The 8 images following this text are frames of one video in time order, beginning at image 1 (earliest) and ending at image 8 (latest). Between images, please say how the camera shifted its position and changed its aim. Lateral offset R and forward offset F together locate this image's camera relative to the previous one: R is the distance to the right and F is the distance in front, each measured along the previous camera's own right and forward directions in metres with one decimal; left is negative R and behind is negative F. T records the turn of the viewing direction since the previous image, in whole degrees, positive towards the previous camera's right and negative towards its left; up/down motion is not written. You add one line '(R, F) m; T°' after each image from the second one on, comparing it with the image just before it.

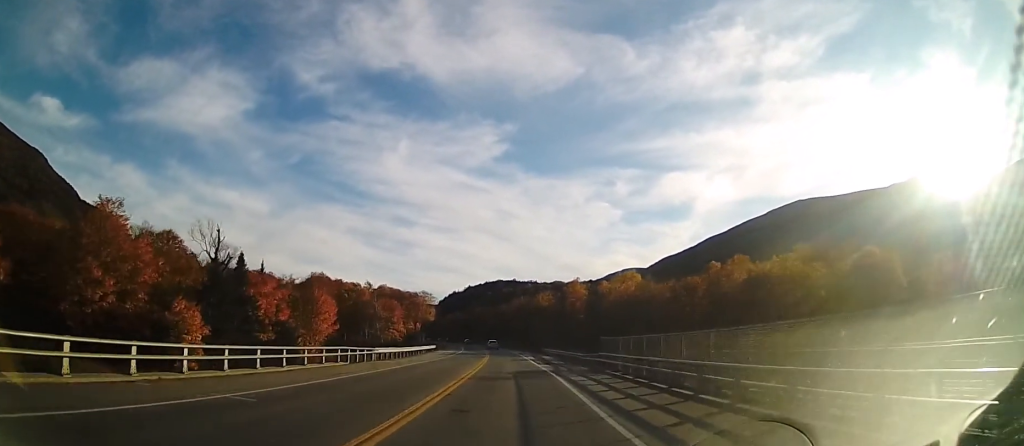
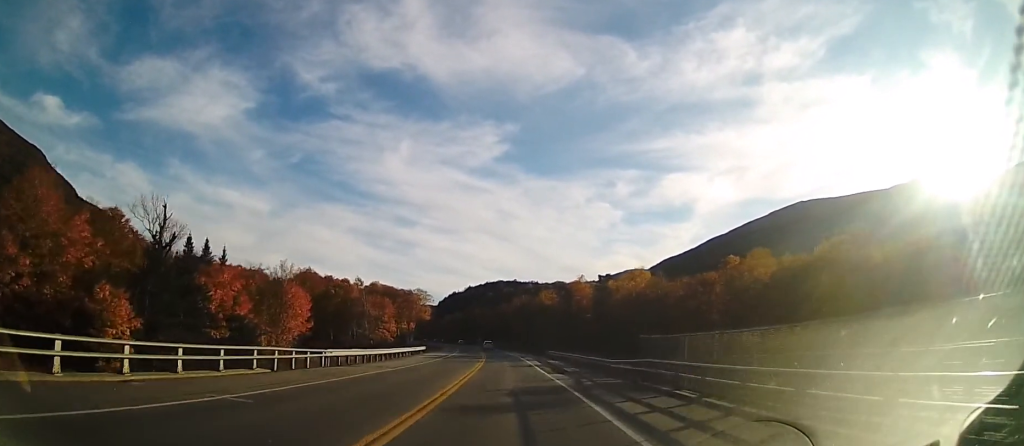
(0.0, +10.1) m; 0°
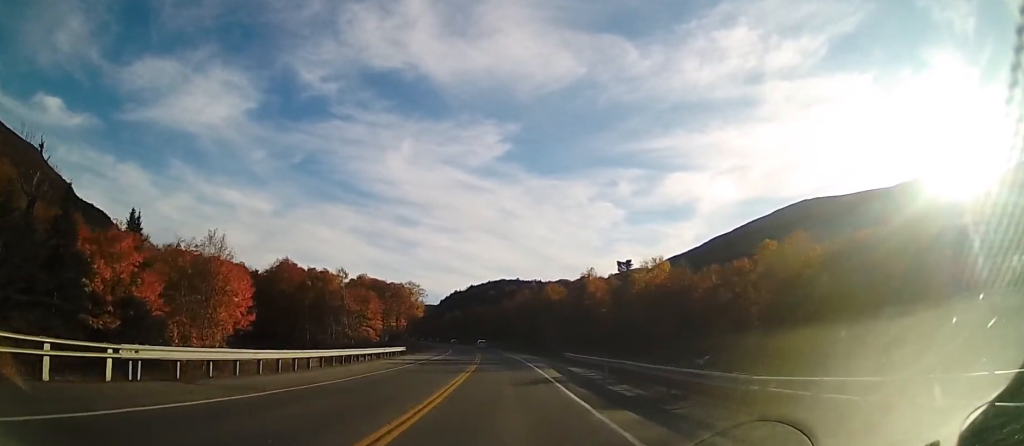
(-0.1, +15.8) m; 0°
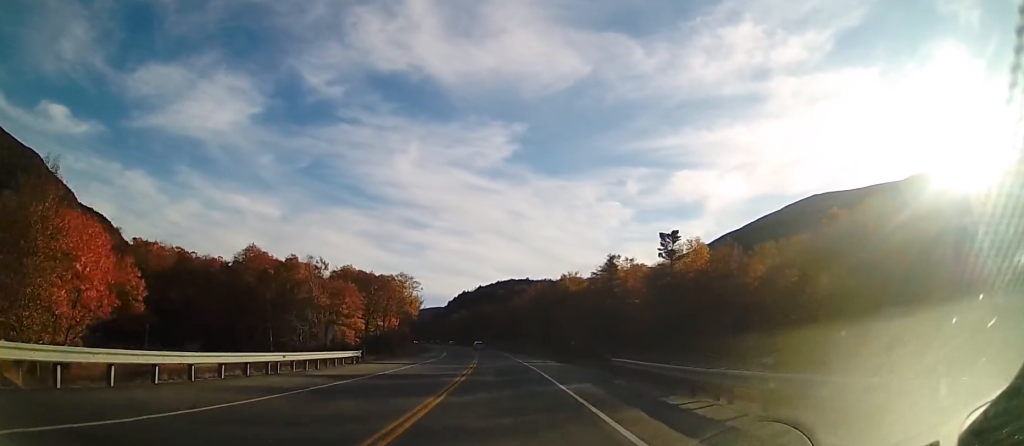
(0.0, +20.7) m; -1°
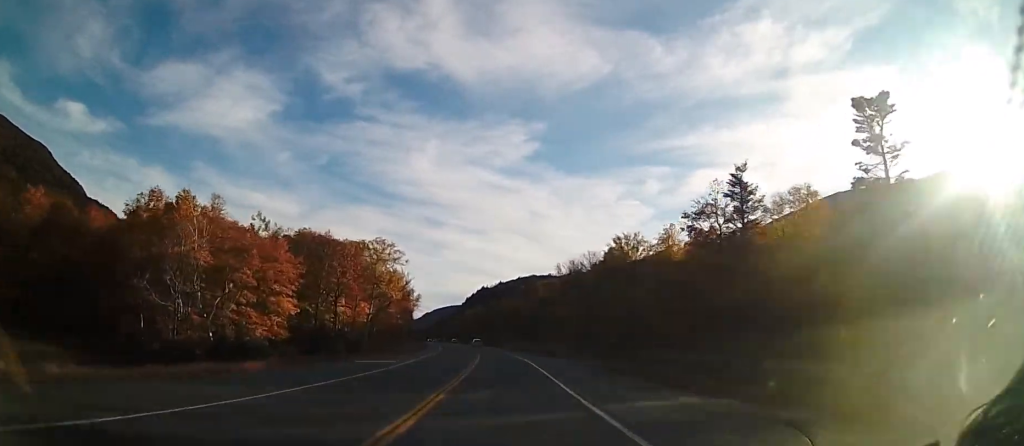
(-0.6, +37.0) m; -1°
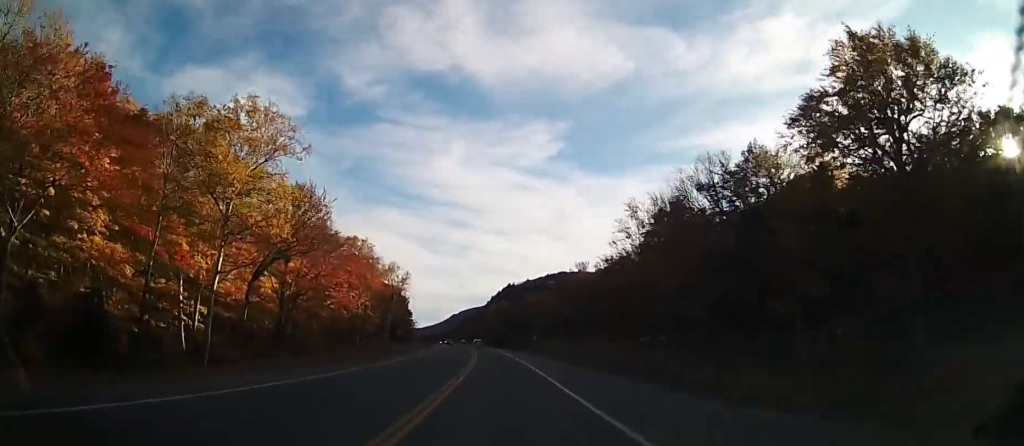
(-1.3, +47.9) m; -3°
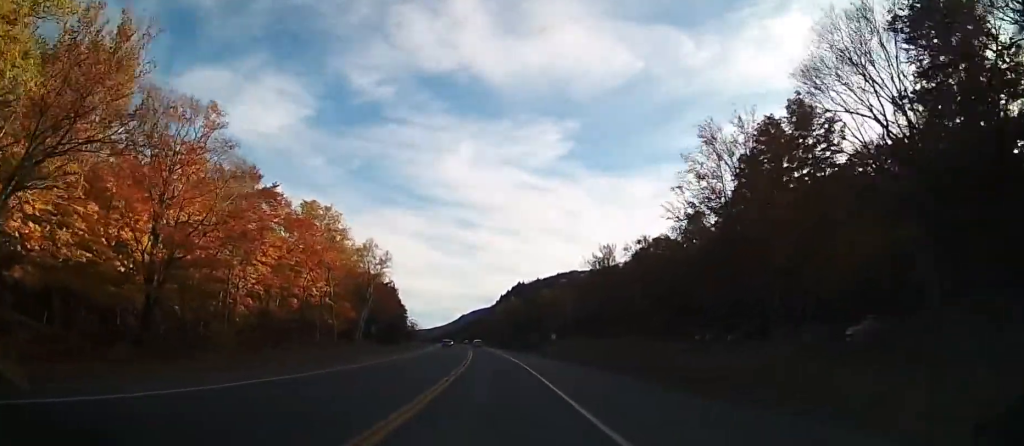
(-0.1, +22.0) m; 0°
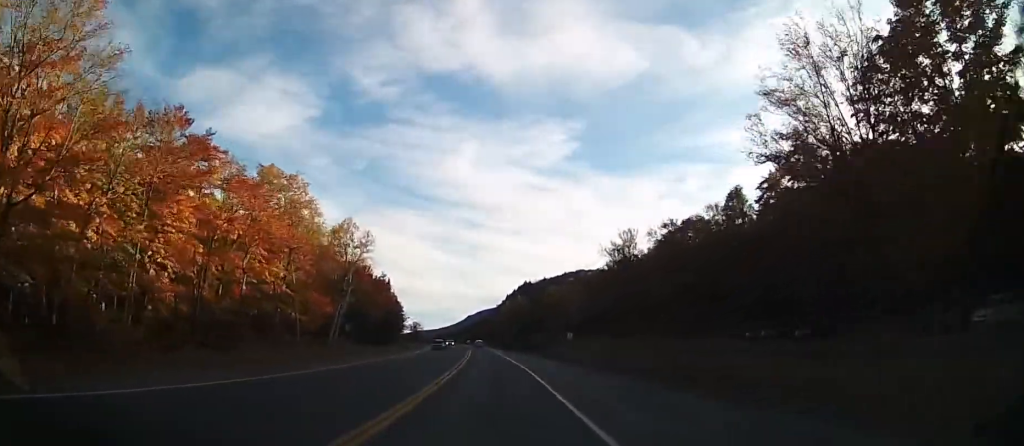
(0.0, +13.1) m; -1°
